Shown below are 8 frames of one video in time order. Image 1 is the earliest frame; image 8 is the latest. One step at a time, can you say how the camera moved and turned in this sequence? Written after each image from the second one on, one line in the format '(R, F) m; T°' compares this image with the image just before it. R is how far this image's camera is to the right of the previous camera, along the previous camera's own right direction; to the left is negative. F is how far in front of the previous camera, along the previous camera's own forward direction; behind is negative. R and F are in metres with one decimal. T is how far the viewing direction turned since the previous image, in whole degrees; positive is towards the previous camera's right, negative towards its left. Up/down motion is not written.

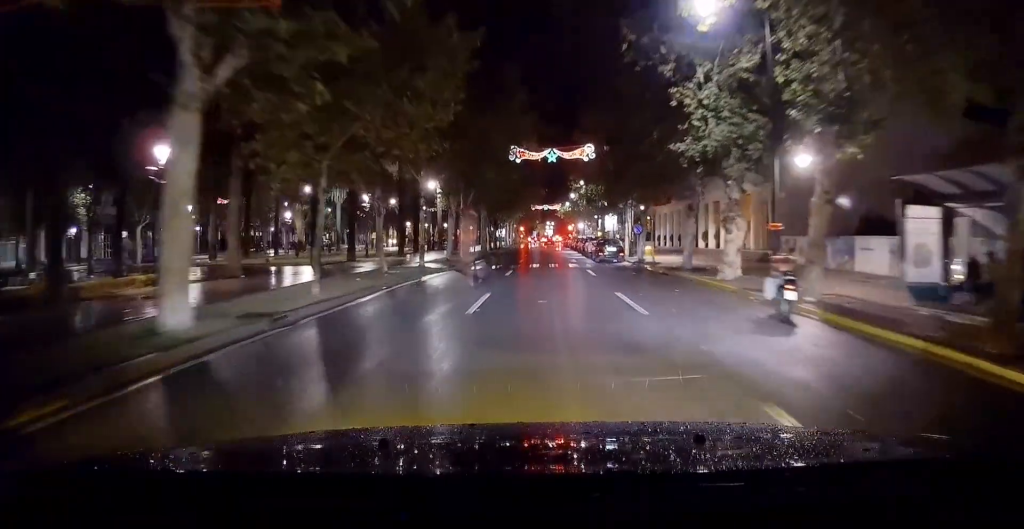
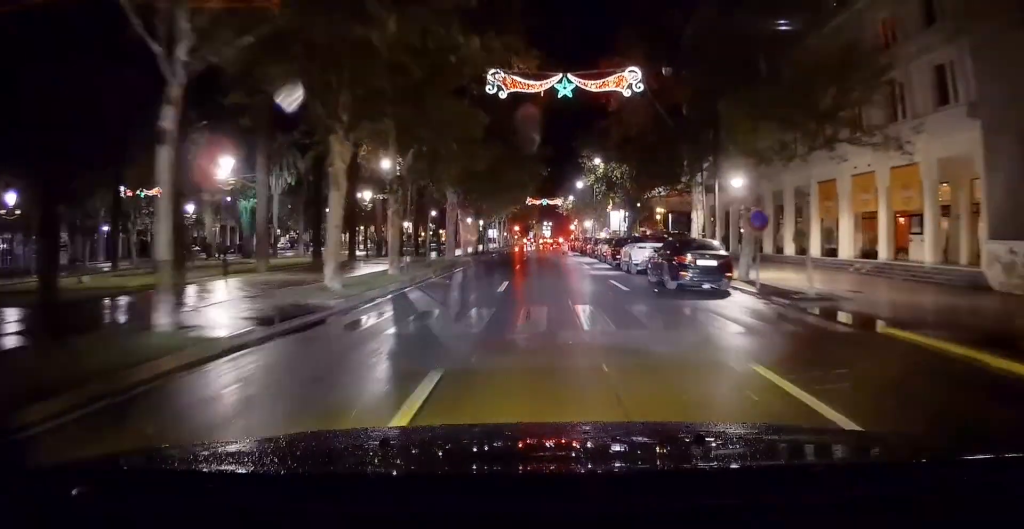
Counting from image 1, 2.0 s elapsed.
(-0.1, +21.4) m; -2°
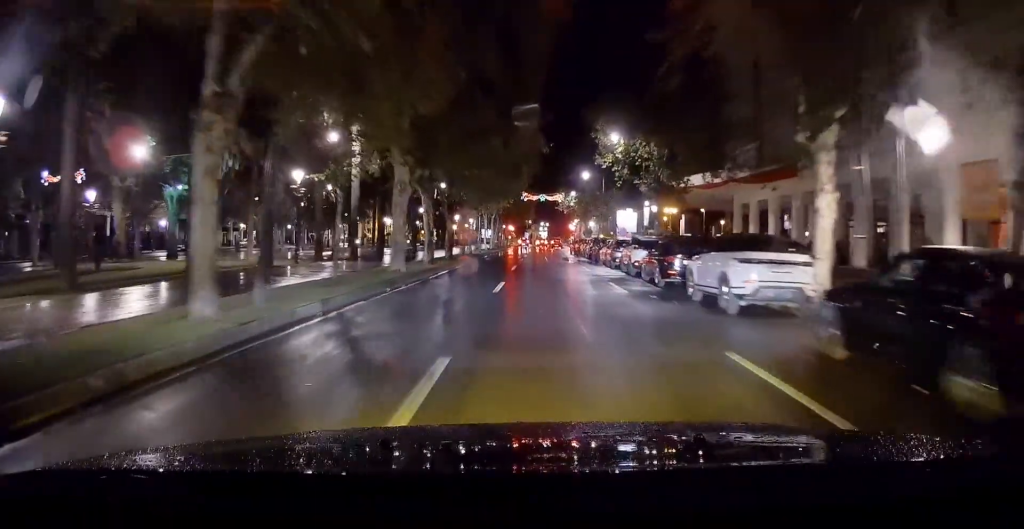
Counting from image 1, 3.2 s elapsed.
(-0.2, +12.8) m; 0°
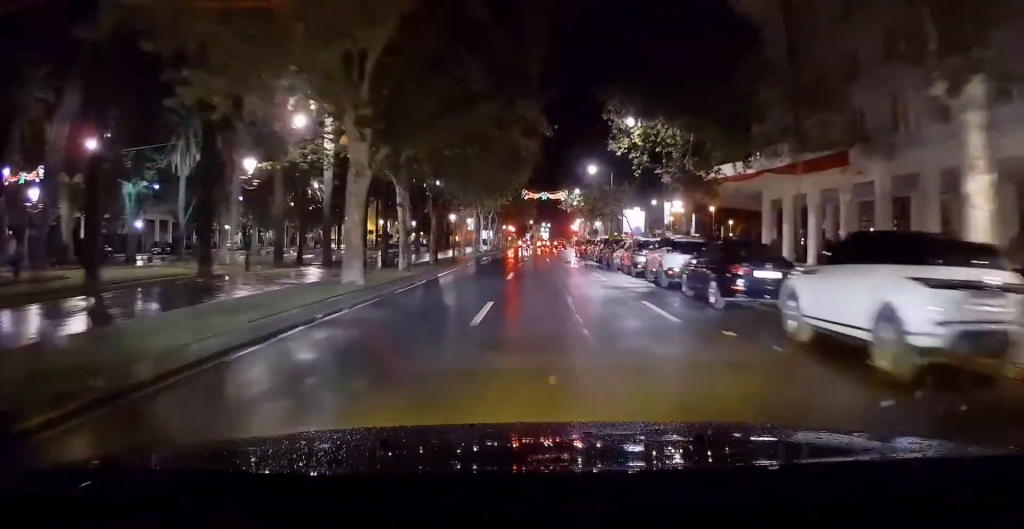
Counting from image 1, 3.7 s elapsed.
(+0.1, +5.8) m; 0°
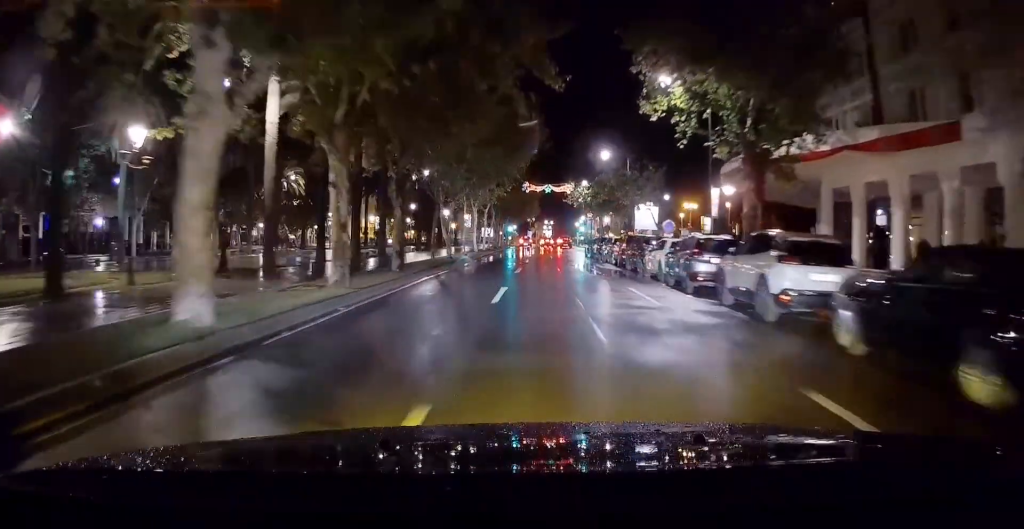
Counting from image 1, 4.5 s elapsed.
(-0.1, +8.6) m; 0°
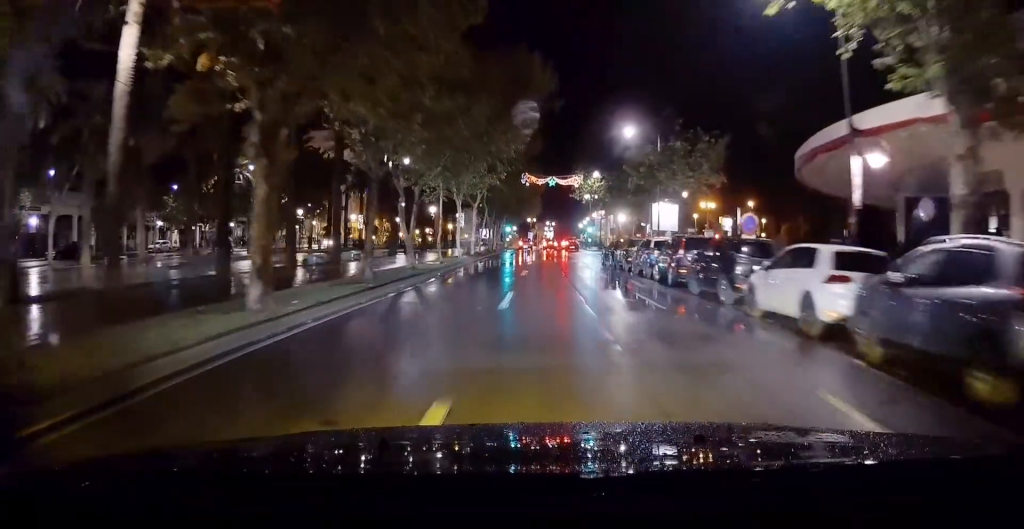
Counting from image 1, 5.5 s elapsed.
(+0.1, +11.9) m; +2°
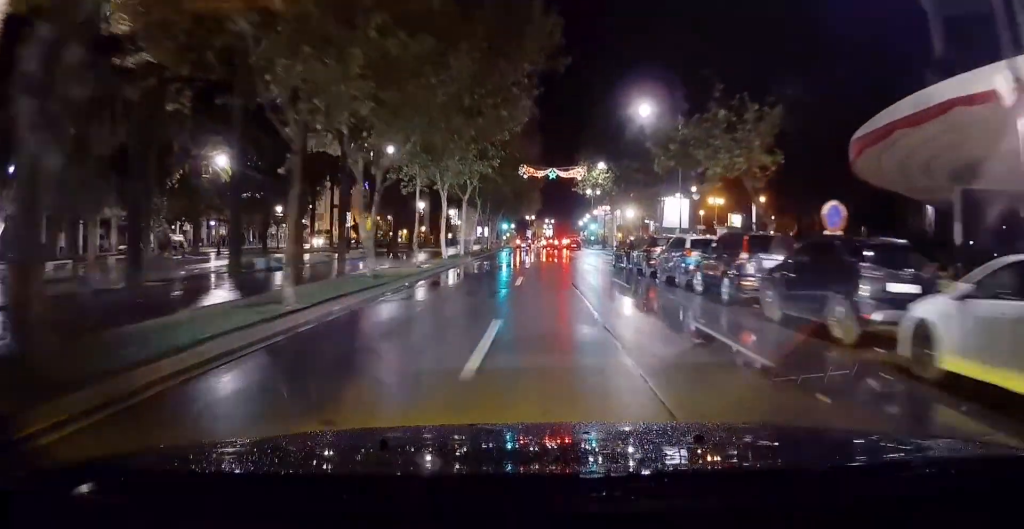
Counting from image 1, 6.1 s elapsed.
(+0.1, +6.2) m; +1°
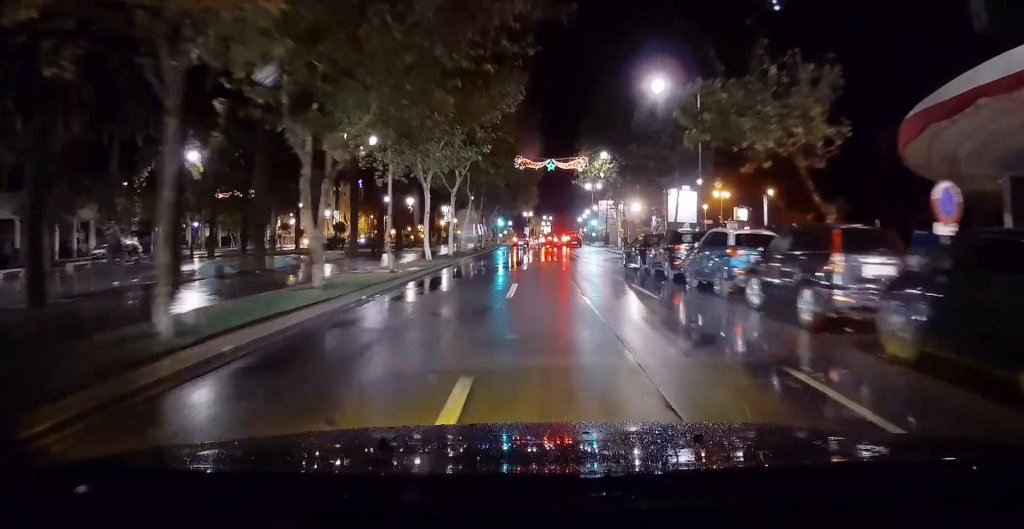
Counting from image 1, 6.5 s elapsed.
(+0.1, +4.5) m; 0°
